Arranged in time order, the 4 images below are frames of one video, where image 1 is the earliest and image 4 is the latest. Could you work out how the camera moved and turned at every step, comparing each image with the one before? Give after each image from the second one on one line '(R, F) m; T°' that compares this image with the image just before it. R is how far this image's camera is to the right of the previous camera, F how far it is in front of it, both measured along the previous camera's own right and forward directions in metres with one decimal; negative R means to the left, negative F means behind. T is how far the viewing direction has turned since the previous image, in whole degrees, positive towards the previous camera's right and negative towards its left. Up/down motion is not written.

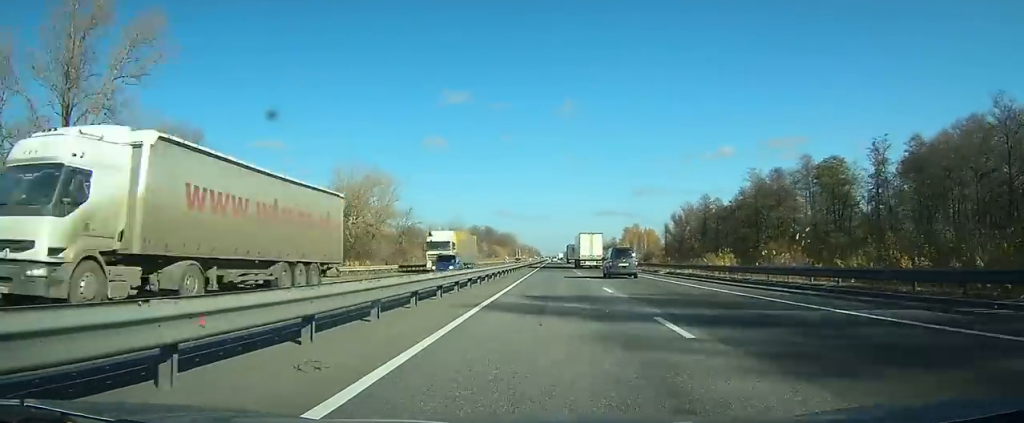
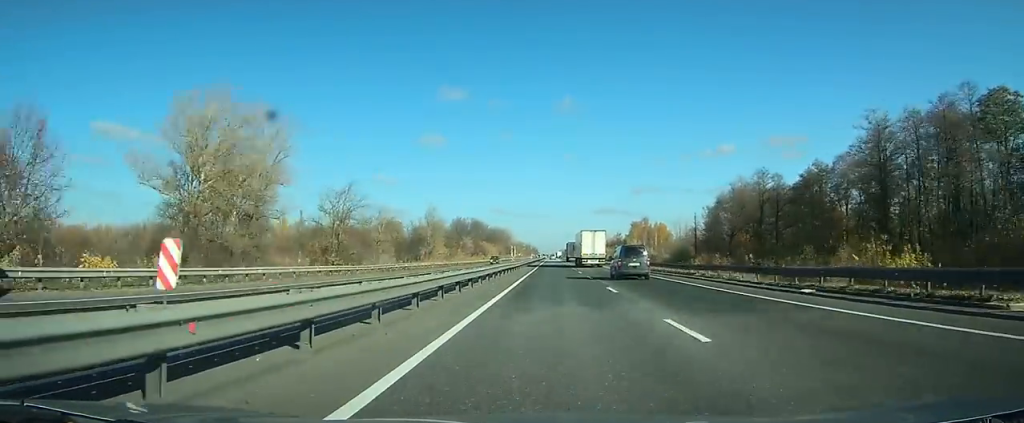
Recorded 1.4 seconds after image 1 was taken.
(-0.1, +36.3) m; 0°
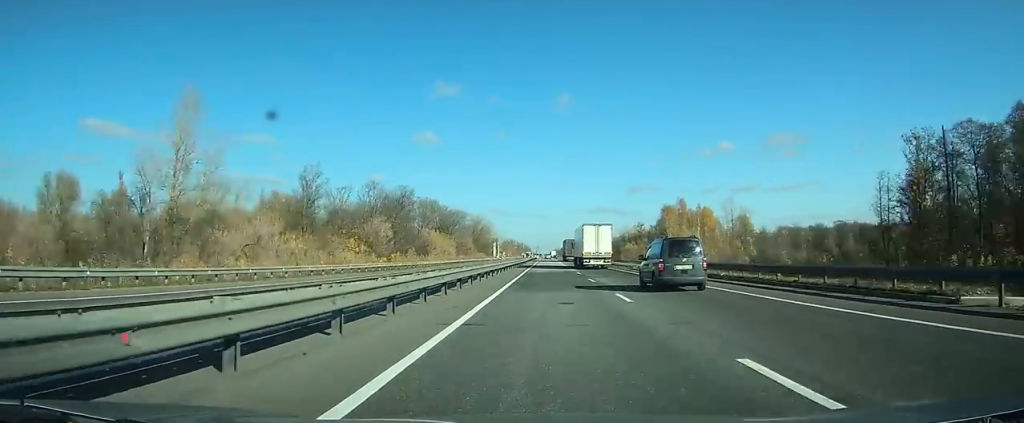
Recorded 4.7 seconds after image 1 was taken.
(+0.2, +91.8) m; 0°
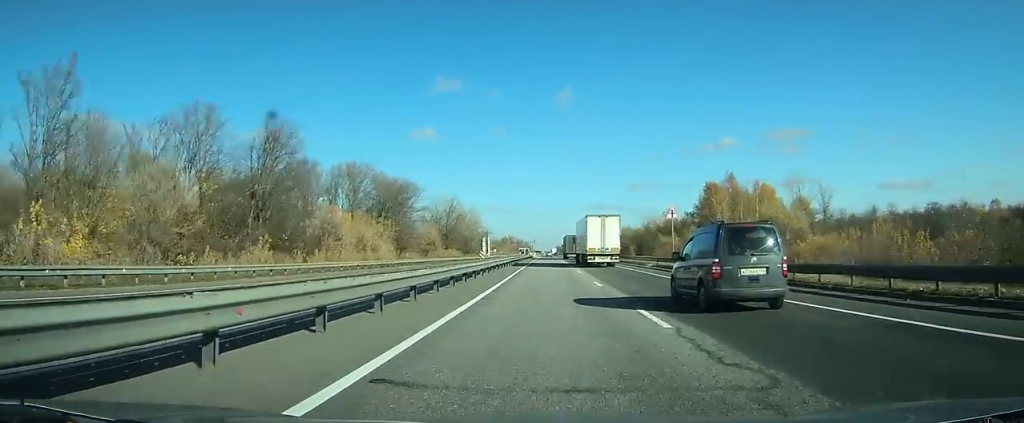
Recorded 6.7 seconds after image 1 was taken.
(+0.3, +53.9) m; 0°
